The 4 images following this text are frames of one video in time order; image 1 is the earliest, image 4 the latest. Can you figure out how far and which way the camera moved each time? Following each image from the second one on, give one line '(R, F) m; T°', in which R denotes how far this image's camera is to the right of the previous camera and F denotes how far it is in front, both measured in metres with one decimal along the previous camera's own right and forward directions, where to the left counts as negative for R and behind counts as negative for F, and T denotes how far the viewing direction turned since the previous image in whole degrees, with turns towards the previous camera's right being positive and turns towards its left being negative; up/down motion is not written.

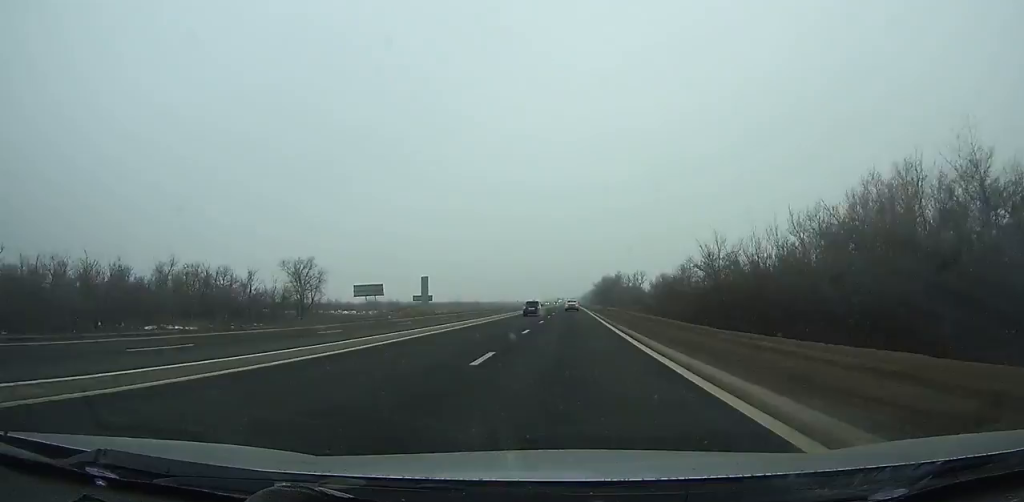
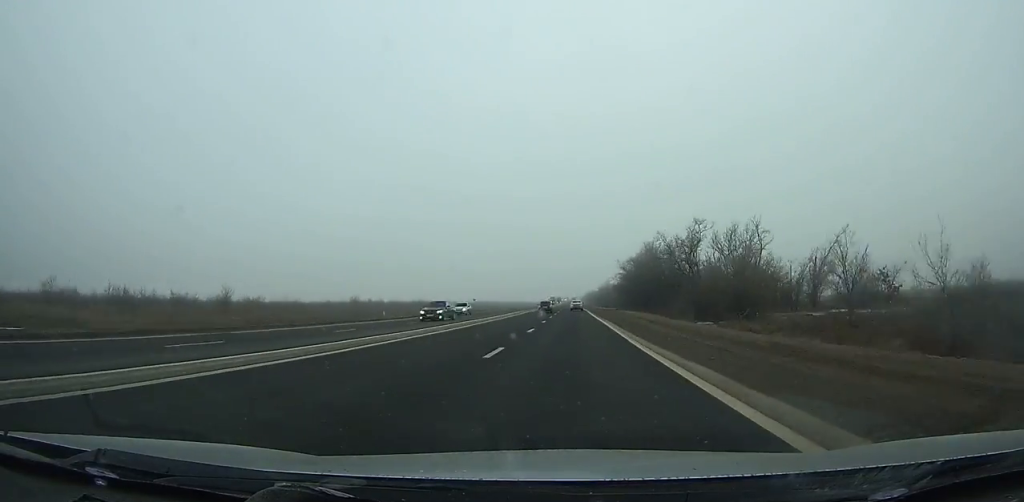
(+0.1, +107.4) m; 0°
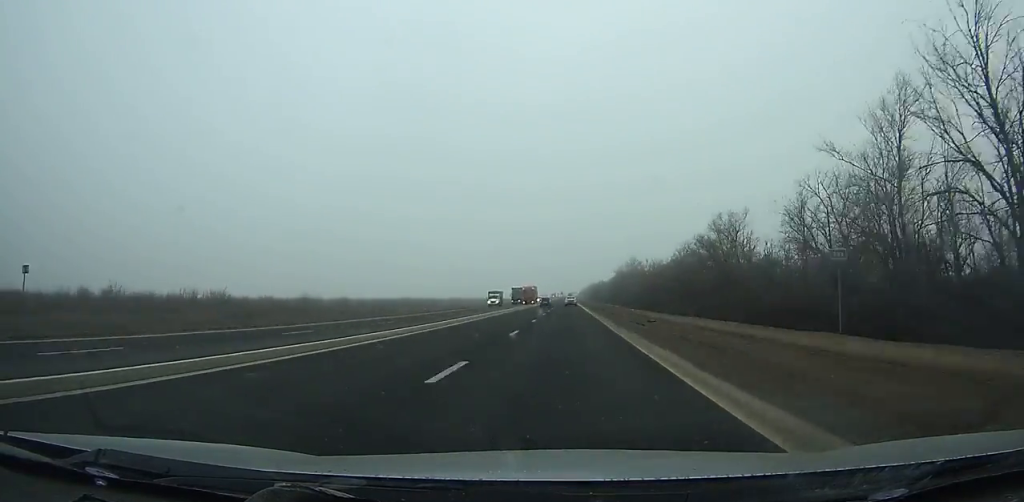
(-0.1, +113.7) m; 0°
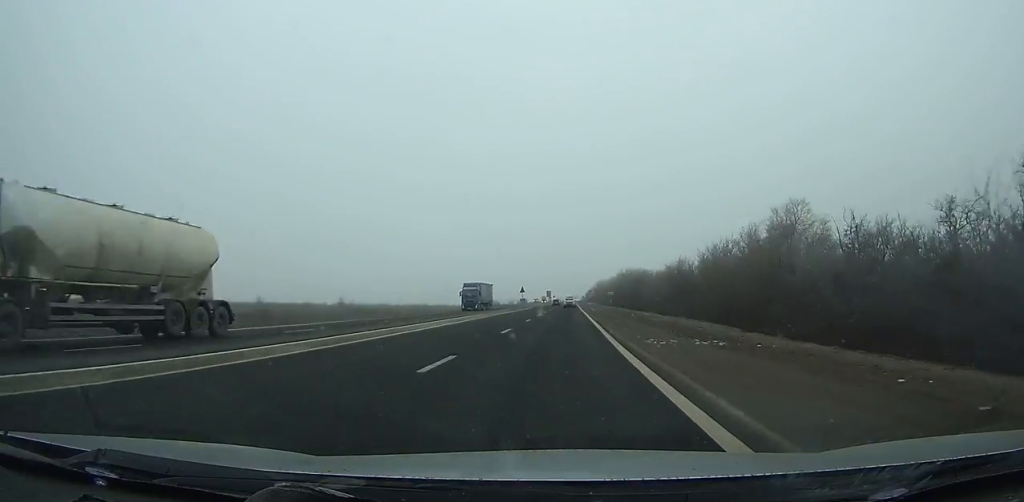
(+0.1, +262.7) m; 0°
